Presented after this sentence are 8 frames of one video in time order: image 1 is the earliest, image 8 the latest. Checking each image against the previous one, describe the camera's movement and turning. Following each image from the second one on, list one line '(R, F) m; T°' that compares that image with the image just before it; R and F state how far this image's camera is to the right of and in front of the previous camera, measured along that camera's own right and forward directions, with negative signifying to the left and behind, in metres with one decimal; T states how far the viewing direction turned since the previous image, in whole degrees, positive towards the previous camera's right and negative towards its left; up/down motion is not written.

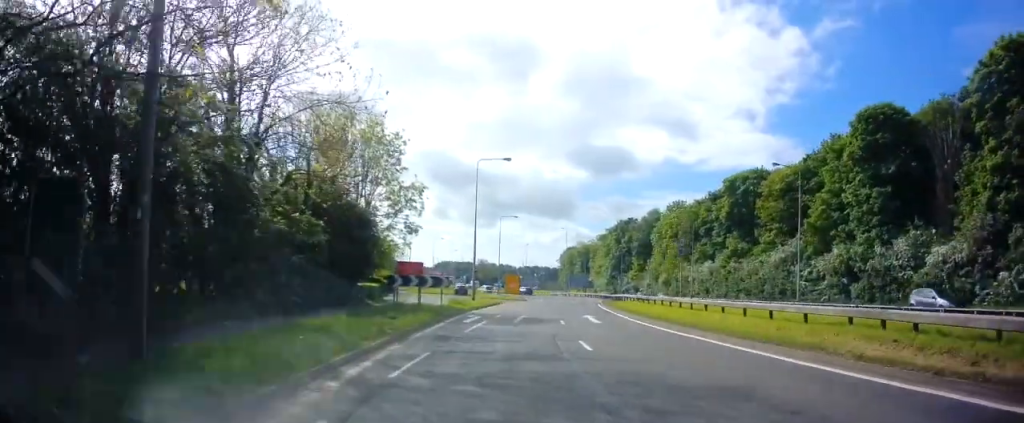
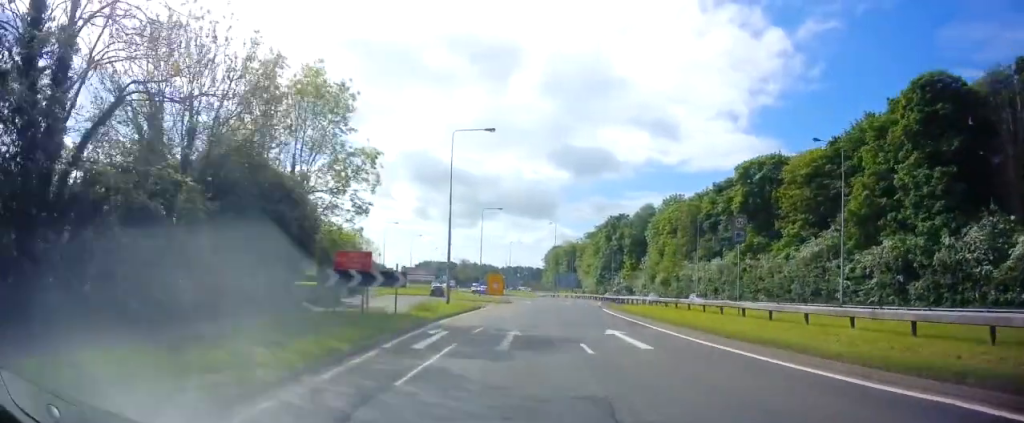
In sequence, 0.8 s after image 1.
(+0.1, +9.6) m; +1°
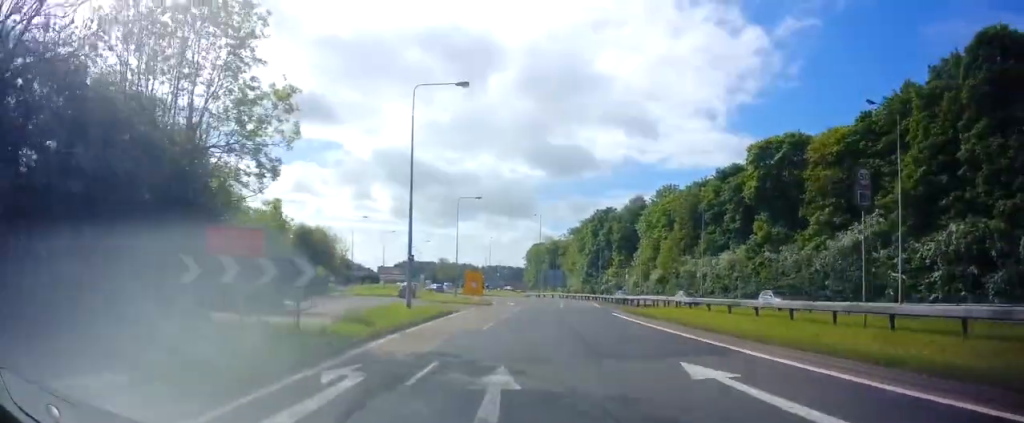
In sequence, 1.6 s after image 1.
(+0.1, +9.1) m; +2°
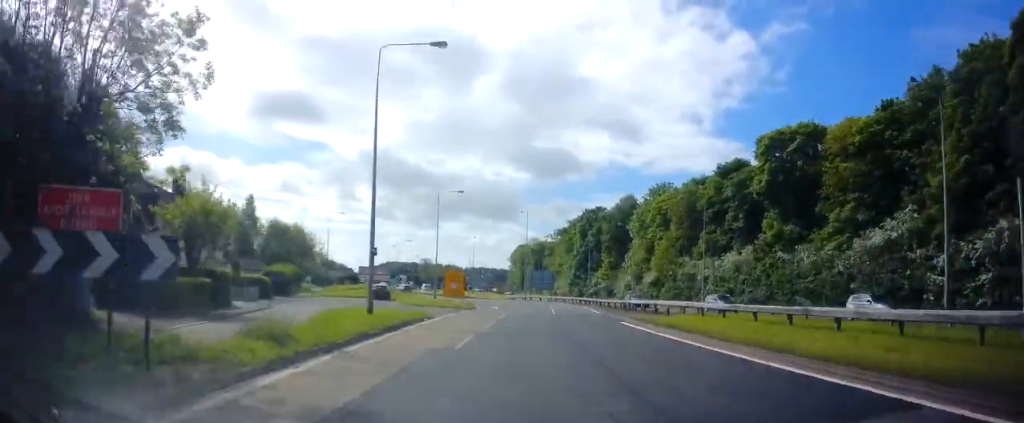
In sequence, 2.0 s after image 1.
(+0.1, +5.5) m; +1°
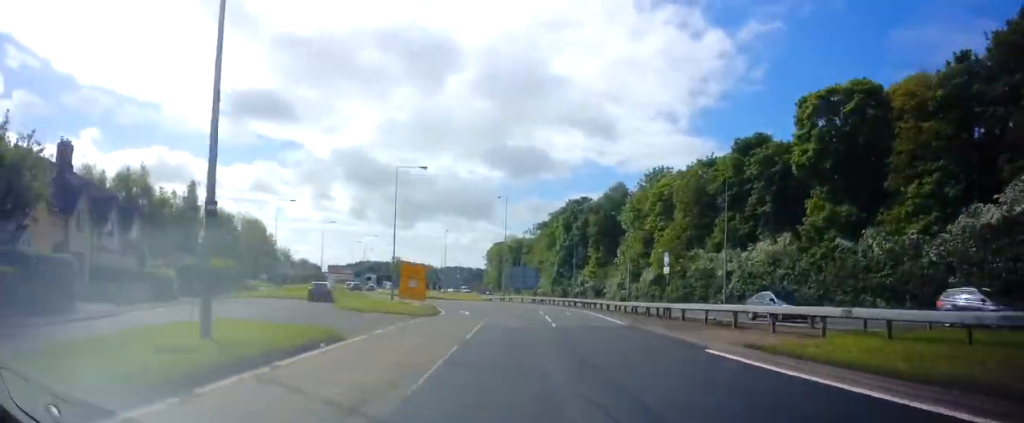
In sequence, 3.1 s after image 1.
(+0.3, +12.4) m; +3°
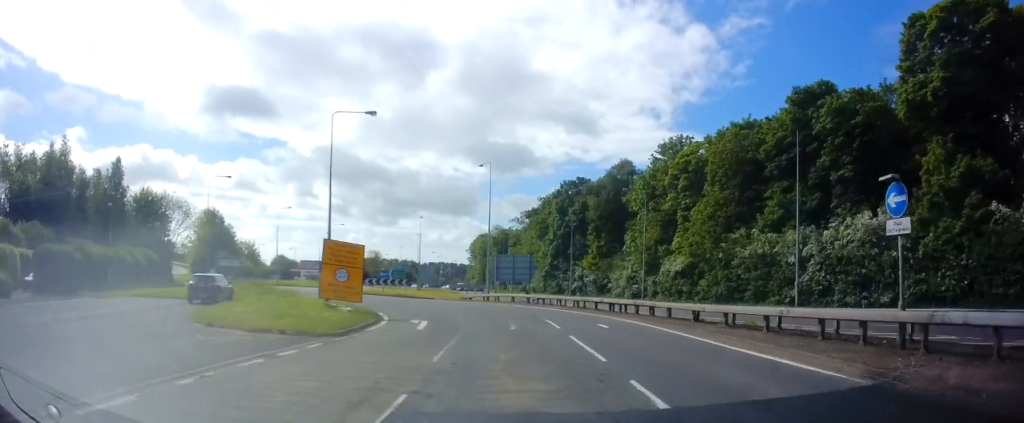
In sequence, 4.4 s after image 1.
(+0.4, +15.5) m; +3°
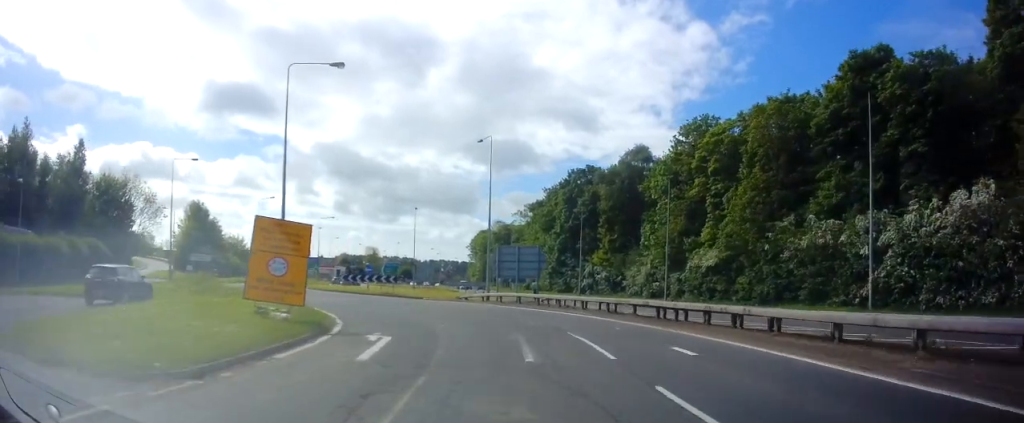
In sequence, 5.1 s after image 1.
(+0.1, +8.0) m; -1°
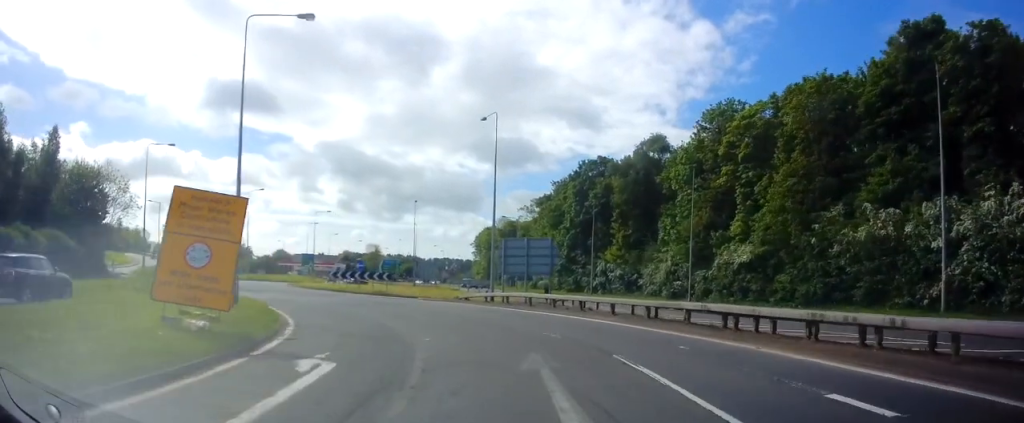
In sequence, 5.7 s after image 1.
(0.0, +5.7) m; -2°
